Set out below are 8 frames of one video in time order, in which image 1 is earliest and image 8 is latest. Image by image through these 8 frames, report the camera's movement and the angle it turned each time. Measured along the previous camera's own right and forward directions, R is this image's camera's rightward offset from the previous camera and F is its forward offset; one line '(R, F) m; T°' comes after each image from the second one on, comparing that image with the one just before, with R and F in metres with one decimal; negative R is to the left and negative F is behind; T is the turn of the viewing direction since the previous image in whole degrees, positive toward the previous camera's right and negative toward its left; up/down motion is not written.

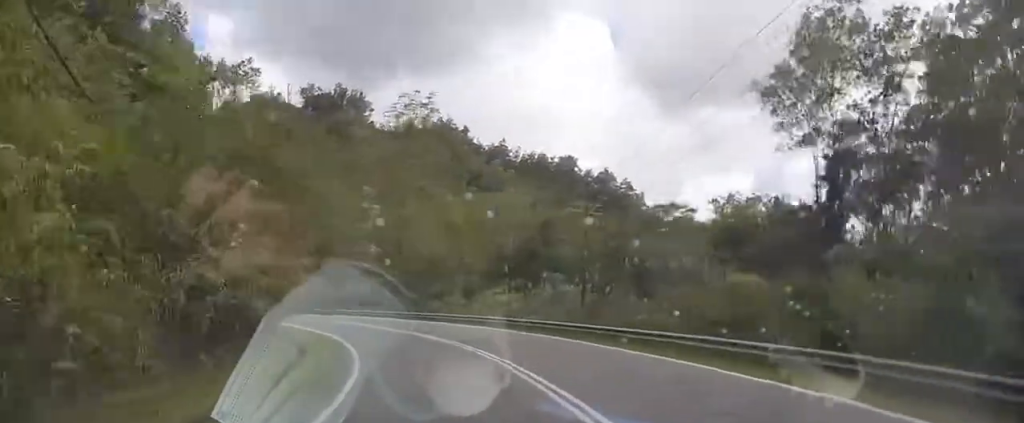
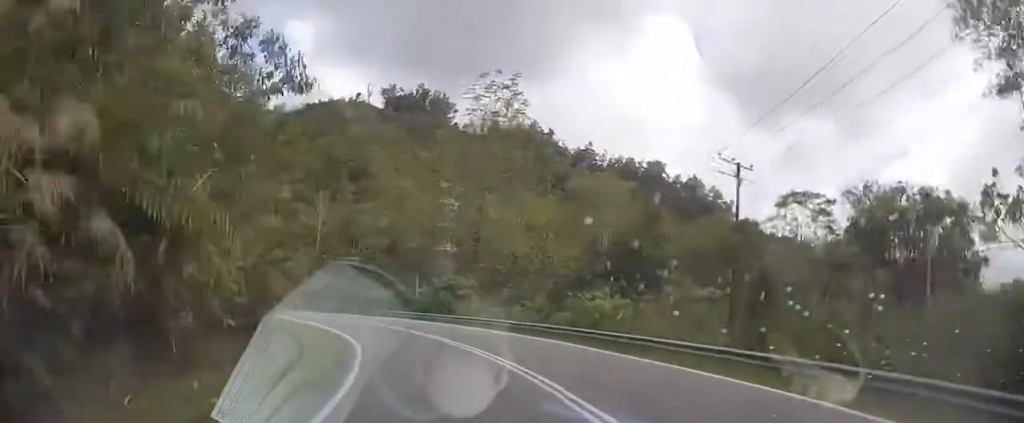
(-0.9, +9.3) m; -8°
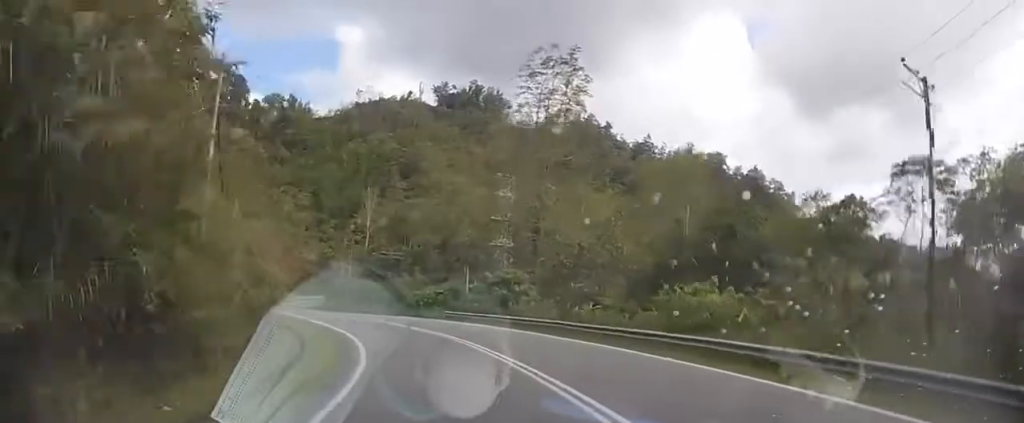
(-0.1, +7.2) m; -6°
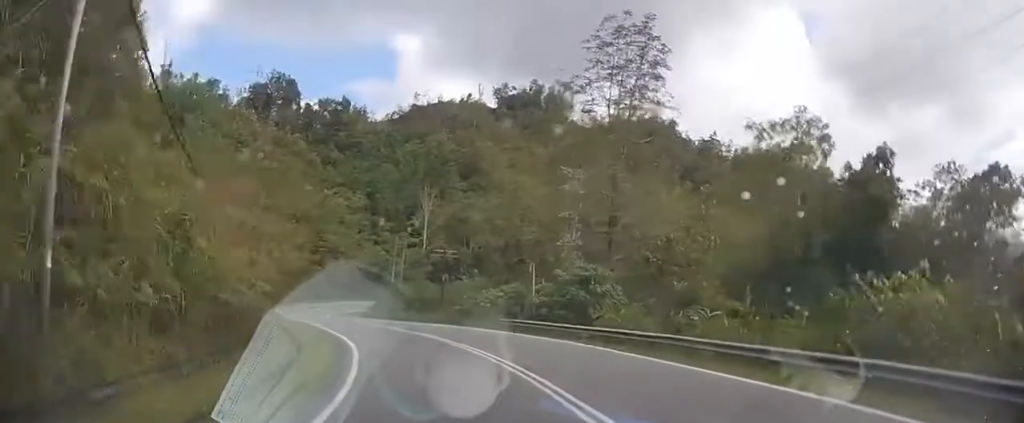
(-0.9, +8.4) m; -9°
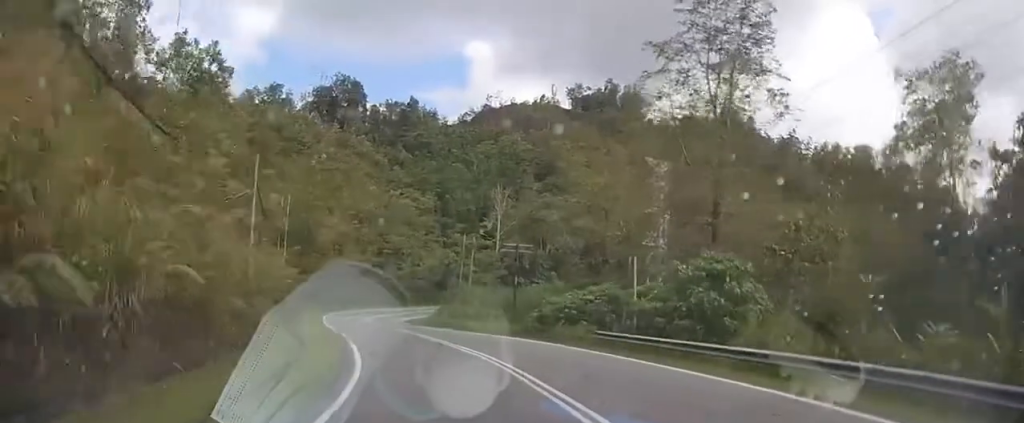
(-0.1, +8.4) m; -9°
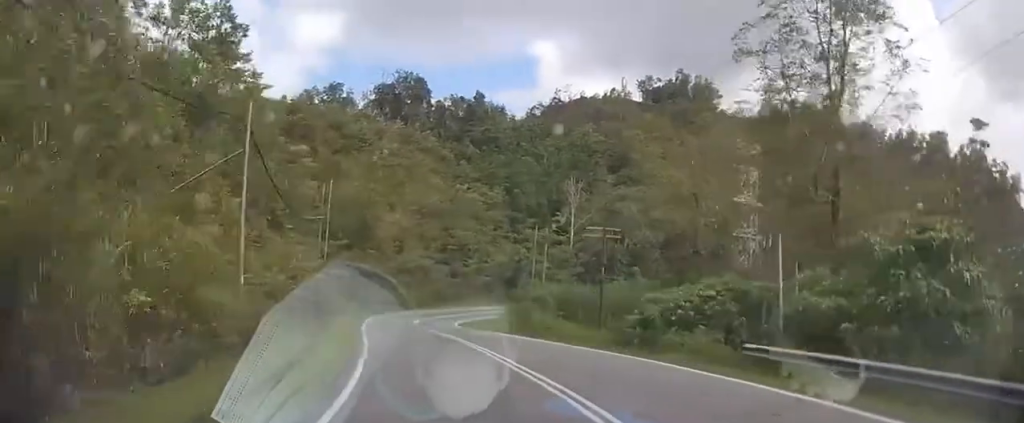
(-1.2, +7.9) m; -7°
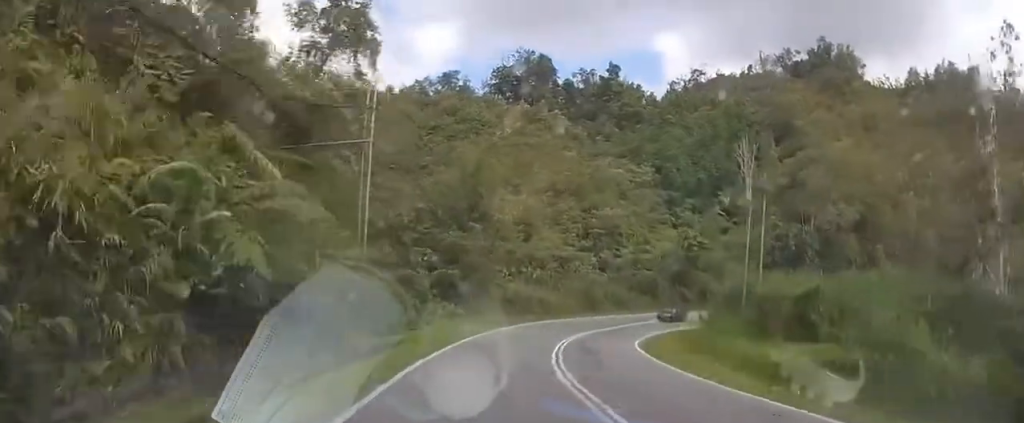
(-3.1, +24.1) m; -10°
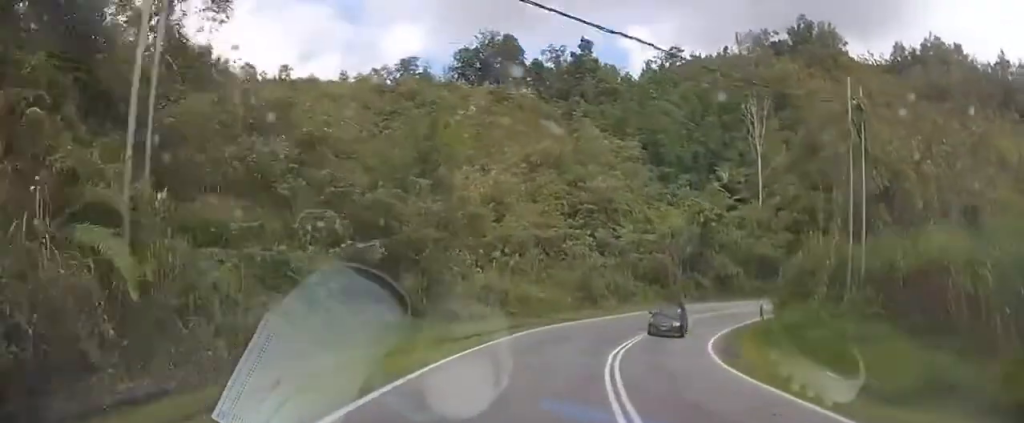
(0.0, +14.5) m; +3°
